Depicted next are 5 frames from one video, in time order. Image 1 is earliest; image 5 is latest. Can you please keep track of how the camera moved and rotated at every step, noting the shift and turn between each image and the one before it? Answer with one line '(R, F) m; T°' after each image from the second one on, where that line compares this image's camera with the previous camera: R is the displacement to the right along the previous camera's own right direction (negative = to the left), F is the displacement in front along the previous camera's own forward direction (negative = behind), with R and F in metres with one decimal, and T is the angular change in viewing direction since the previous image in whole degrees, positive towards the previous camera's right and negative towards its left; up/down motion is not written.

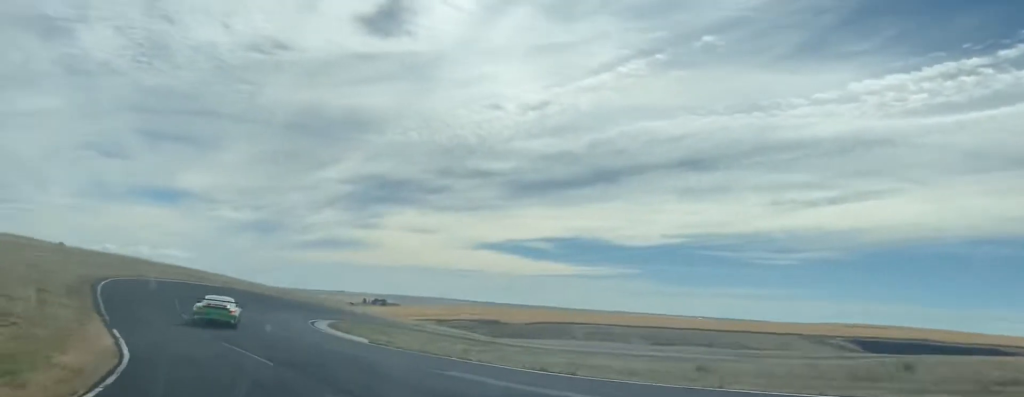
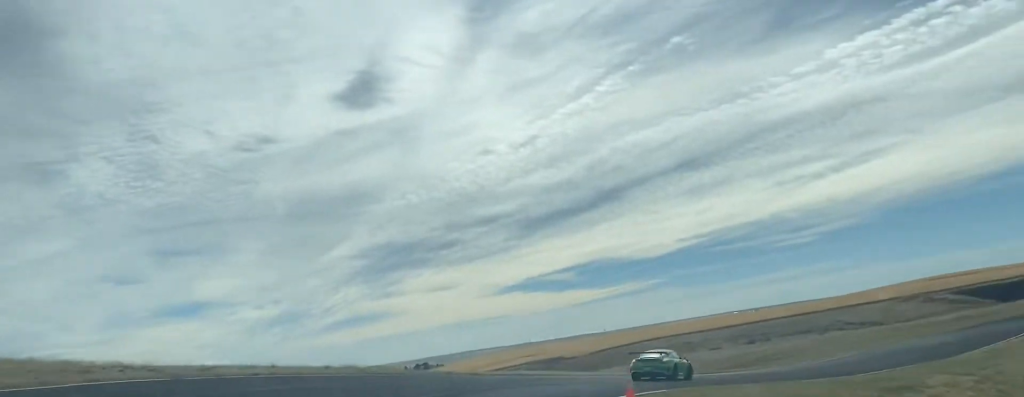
(-14.0, +50.0) m; -7°
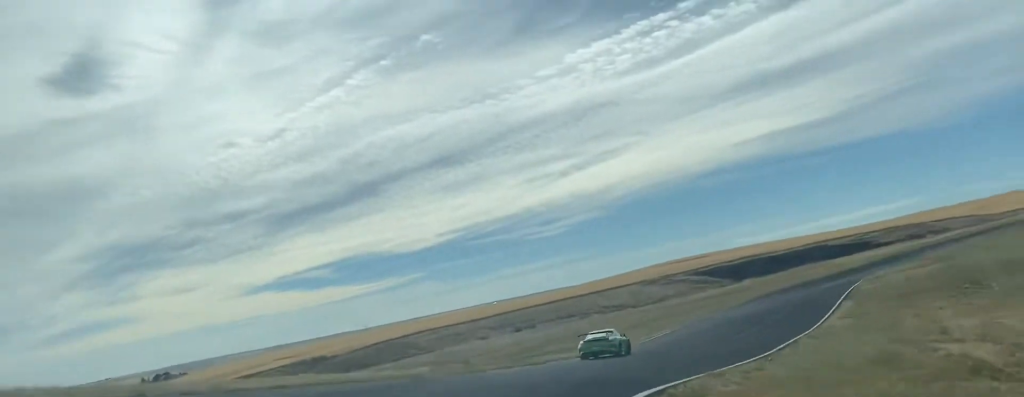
(+0.7, +16.0) m; +13°
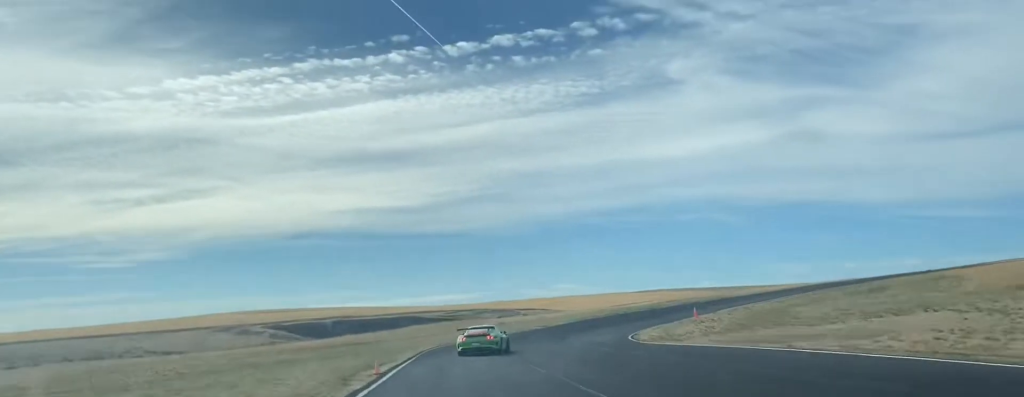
(+27.4, +52.3) m; +44°
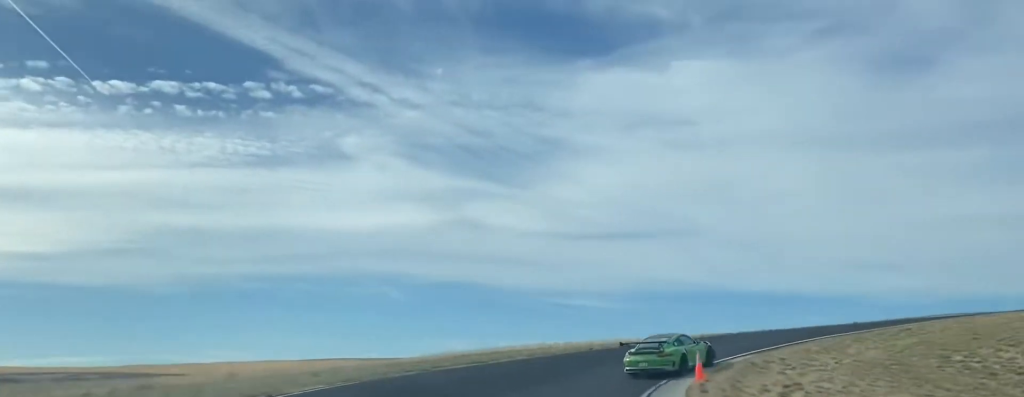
(+6.4, +47.1) m; +18°
